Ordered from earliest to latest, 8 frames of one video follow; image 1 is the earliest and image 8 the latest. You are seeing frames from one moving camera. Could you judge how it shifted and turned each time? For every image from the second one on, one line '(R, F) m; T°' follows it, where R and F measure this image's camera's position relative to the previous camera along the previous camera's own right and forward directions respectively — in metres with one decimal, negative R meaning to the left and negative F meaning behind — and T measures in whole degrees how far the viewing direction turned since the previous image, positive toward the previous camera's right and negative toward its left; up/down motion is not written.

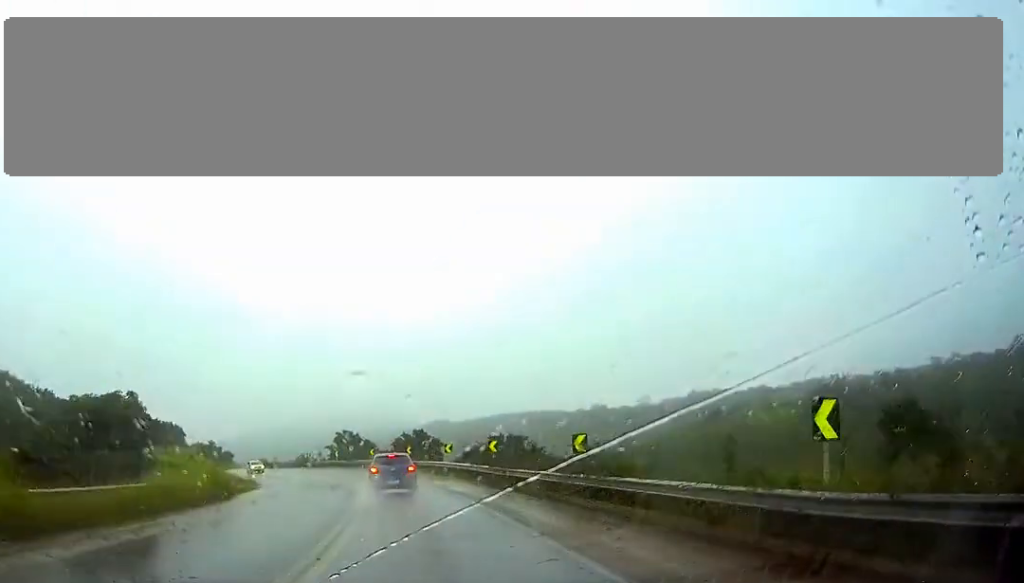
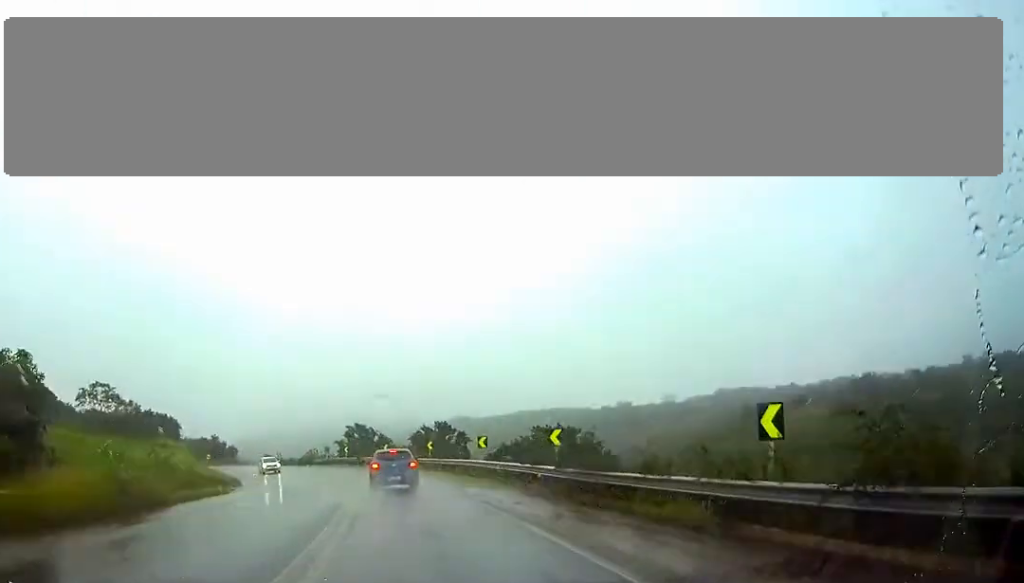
(-0.2, +13.3) m; -1°
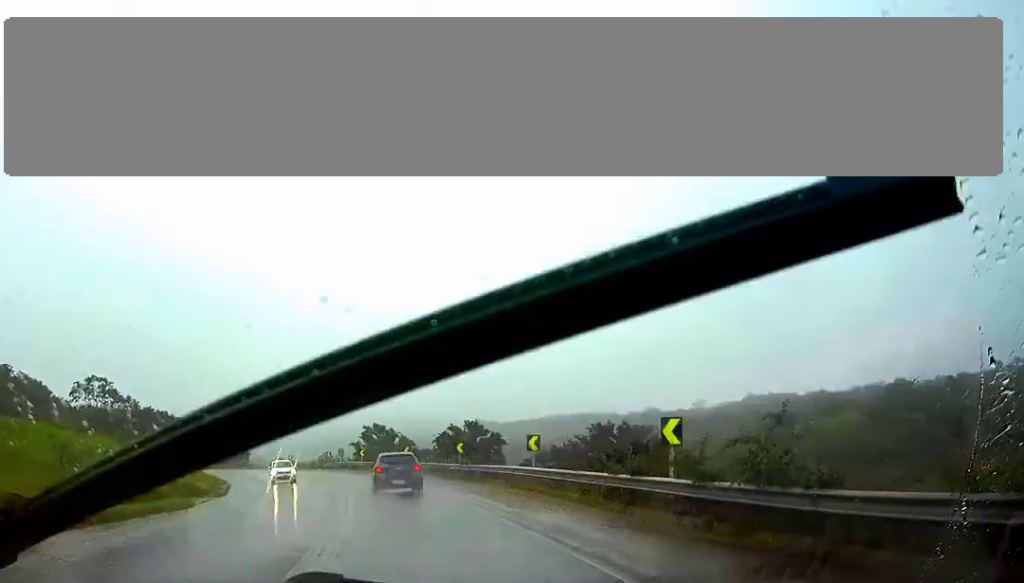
(0.0, +10.4) m; -1°
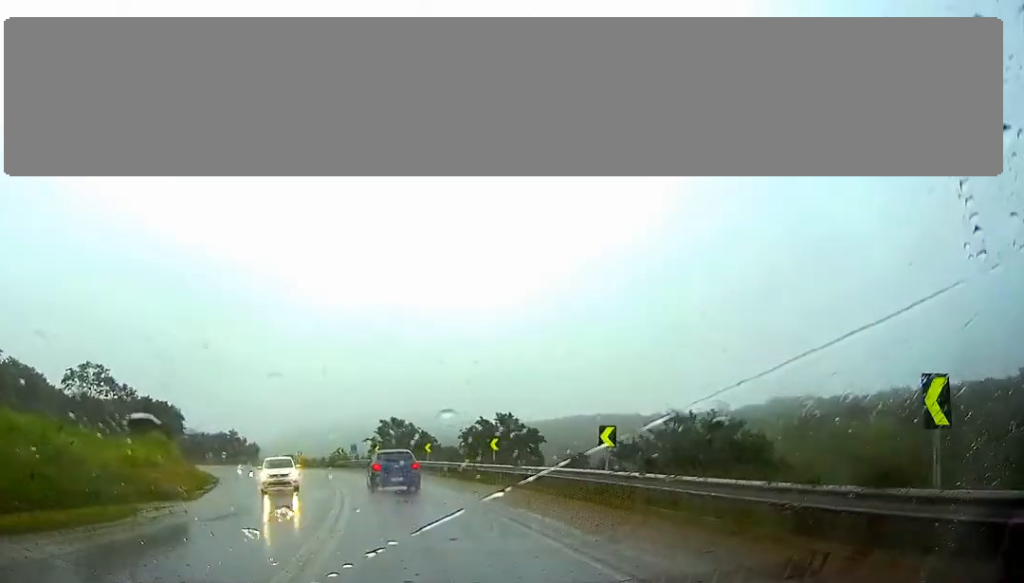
(+0.2, +9.1) m; -1°
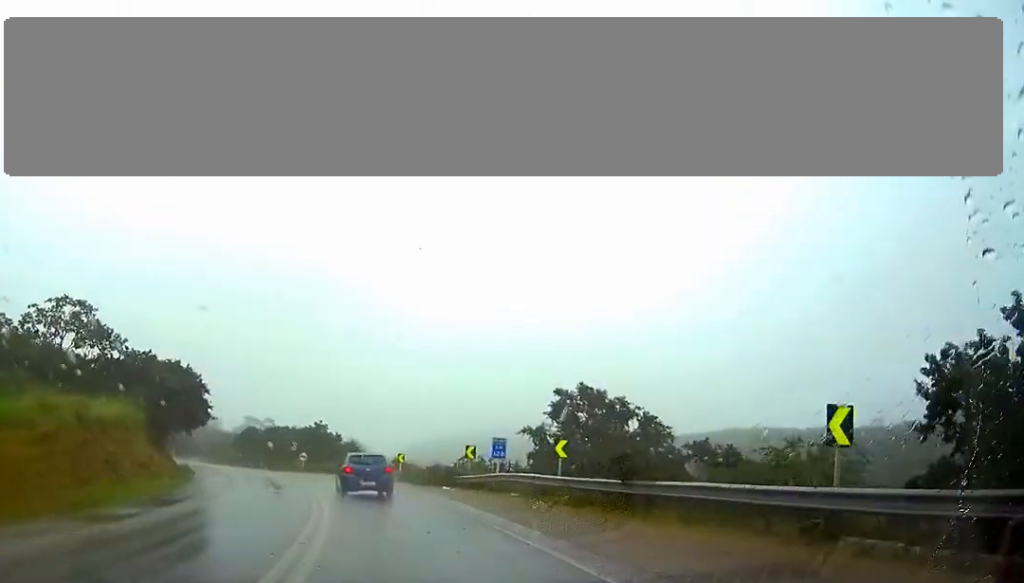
(-3.4, +41.4) m; -10°
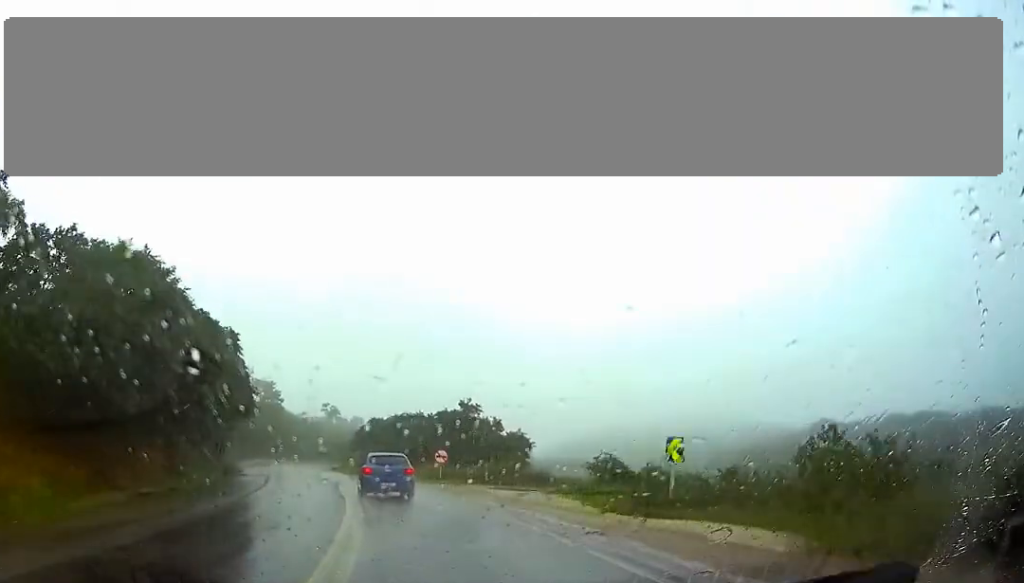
(-2.9, +34.6) m; -9°
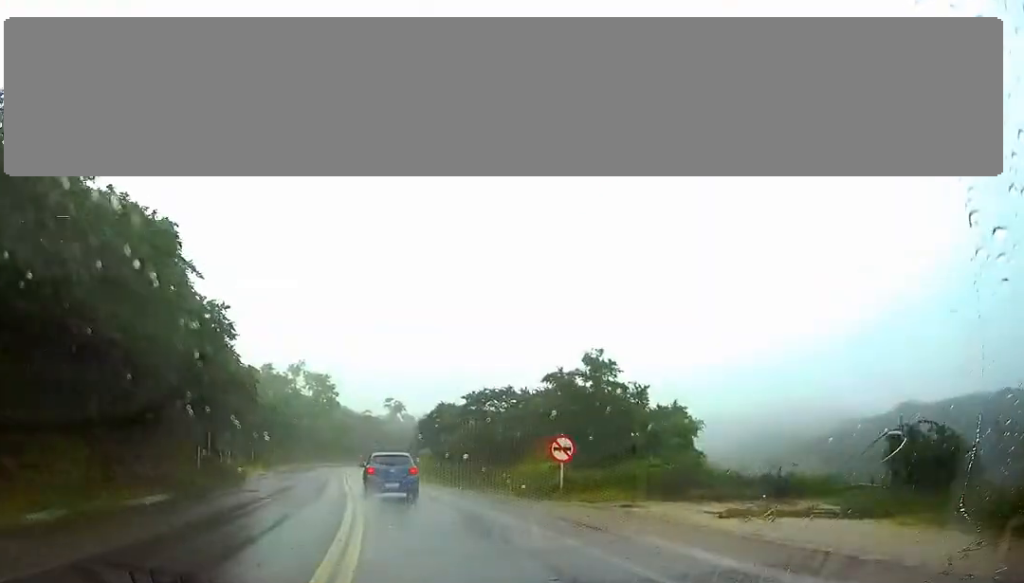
(-1.1, +23.8) m; -5°
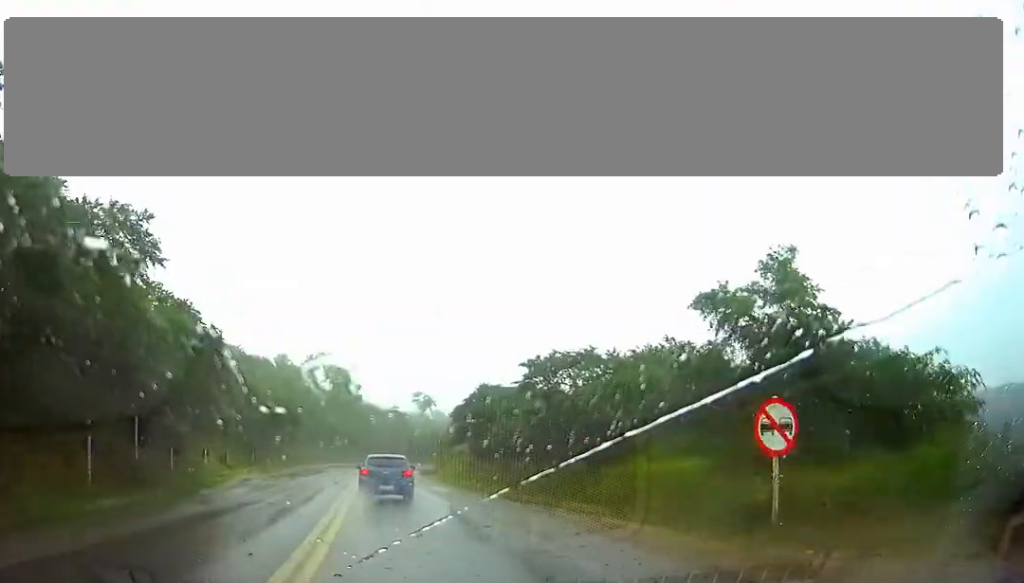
(-0.5, +16.9) m; -3°
